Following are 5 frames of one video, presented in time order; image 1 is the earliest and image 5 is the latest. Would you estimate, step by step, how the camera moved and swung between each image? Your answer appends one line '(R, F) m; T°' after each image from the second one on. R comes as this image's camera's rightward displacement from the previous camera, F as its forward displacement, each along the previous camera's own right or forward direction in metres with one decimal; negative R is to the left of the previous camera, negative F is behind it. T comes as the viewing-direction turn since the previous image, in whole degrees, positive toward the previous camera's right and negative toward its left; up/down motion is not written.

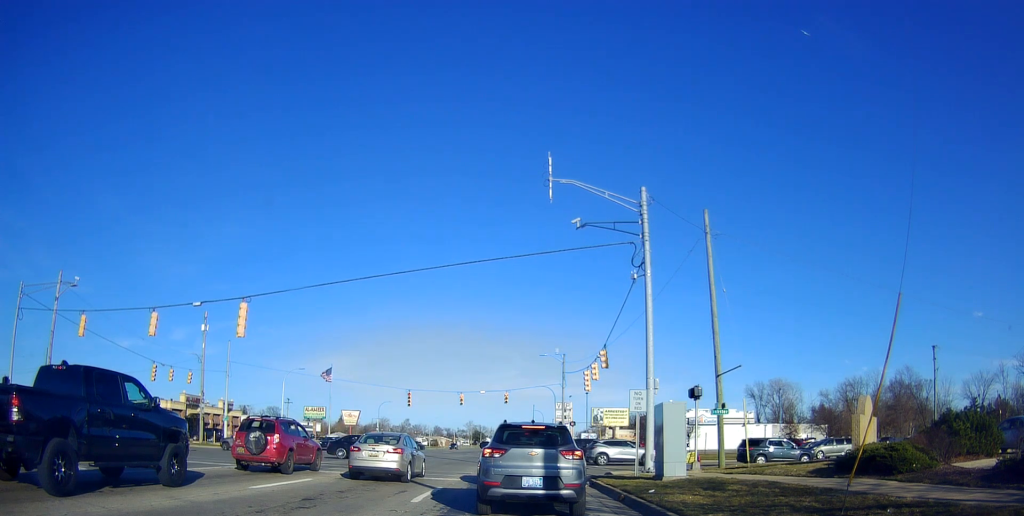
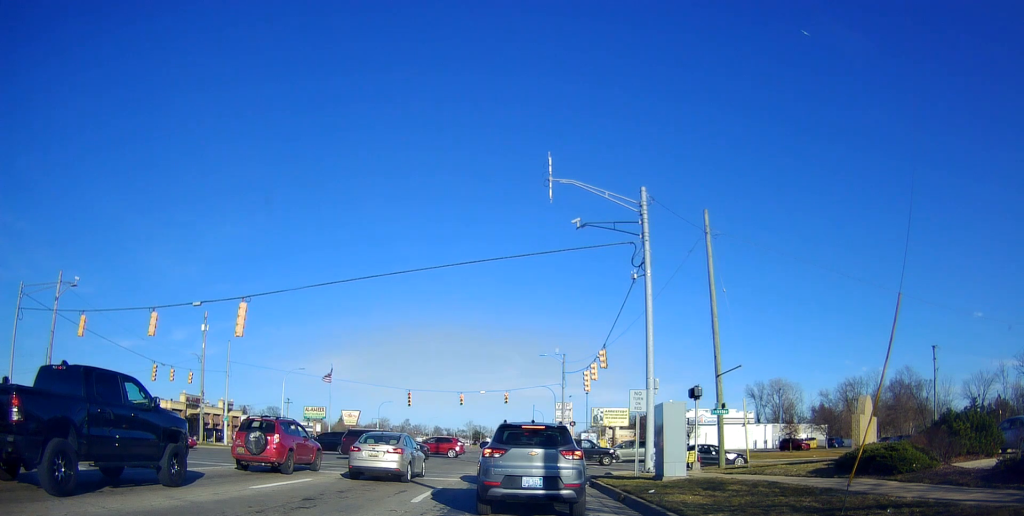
(0.0, 0.0) m; 0°
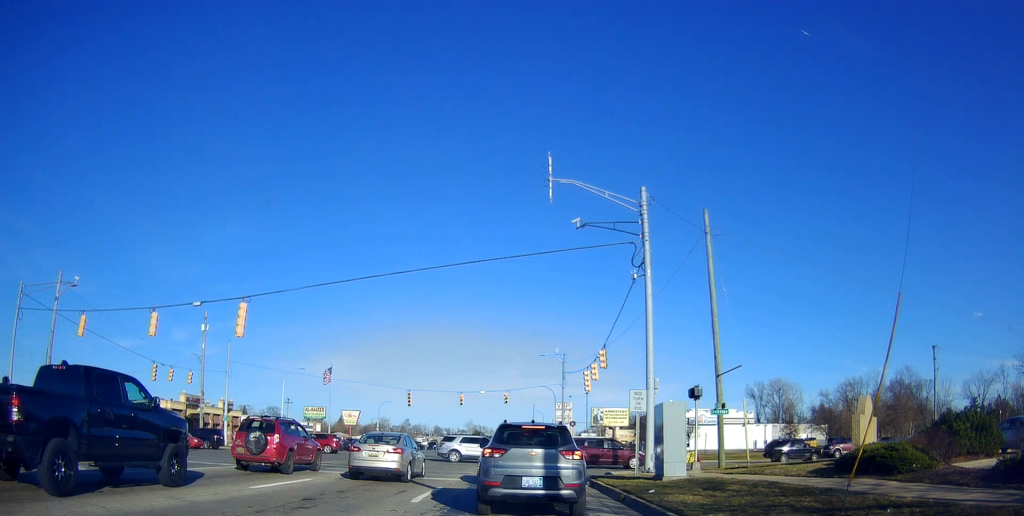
(0.0, 0.0) m; 0°
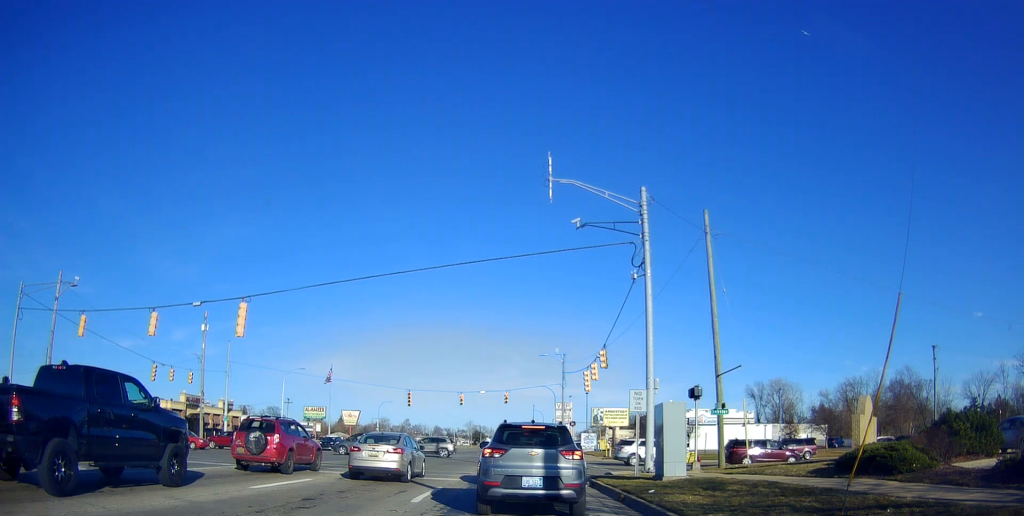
(0.0, 0.0) m; 0°
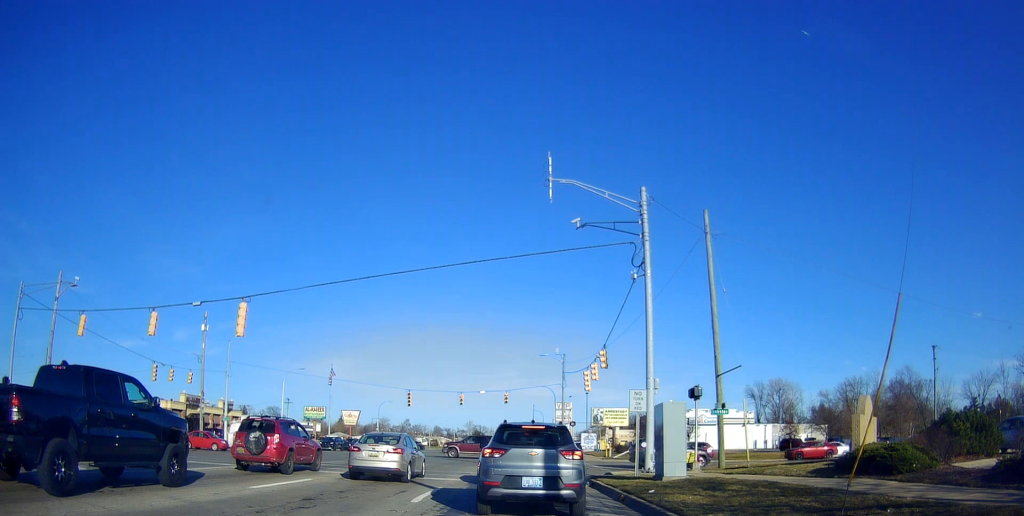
(0.0, 0.0) m; 0°
